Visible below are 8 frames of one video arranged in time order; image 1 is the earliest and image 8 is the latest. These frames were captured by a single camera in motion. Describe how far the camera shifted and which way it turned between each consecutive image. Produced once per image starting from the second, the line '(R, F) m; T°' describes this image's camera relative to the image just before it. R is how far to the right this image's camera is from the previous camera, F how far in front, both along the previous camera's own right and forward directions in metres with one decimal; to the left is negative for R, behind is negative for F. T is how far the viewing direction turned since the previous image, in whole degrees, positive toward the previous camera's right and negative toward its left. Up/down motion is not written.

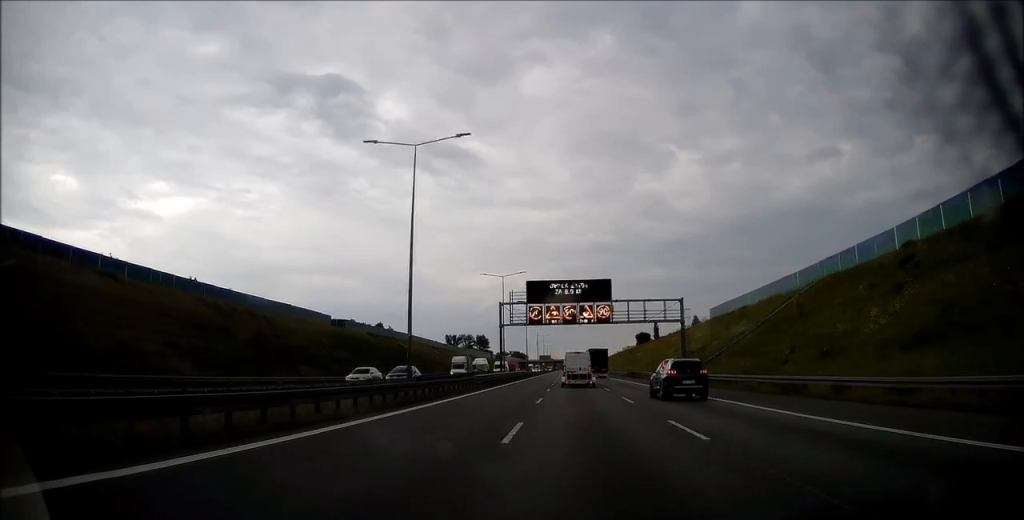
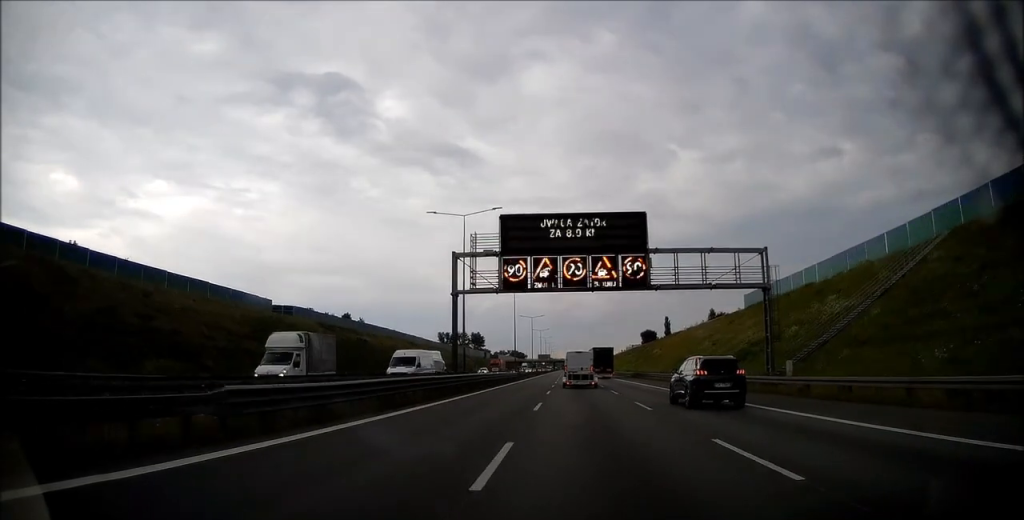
(-0.1, +28.2) m; 0°
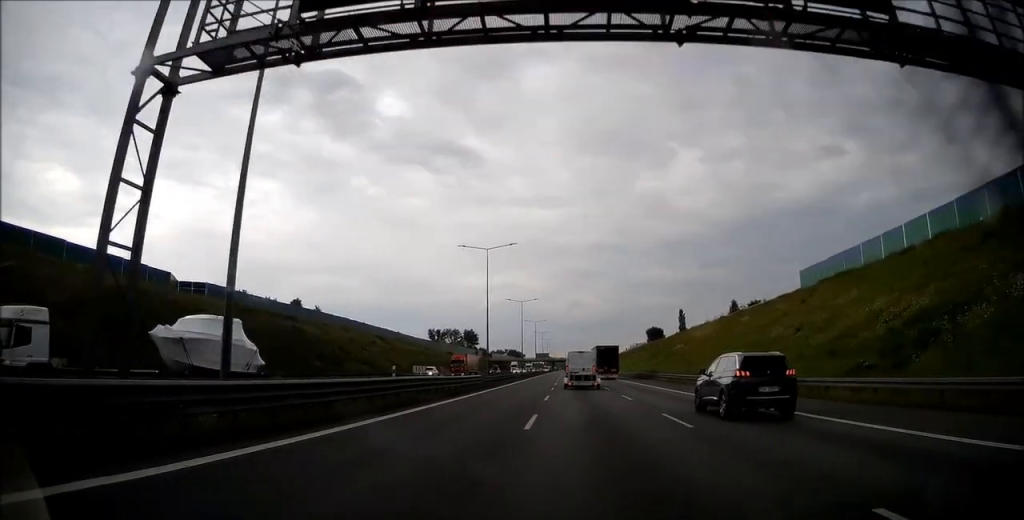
(0.0, +30.0) m; 0°
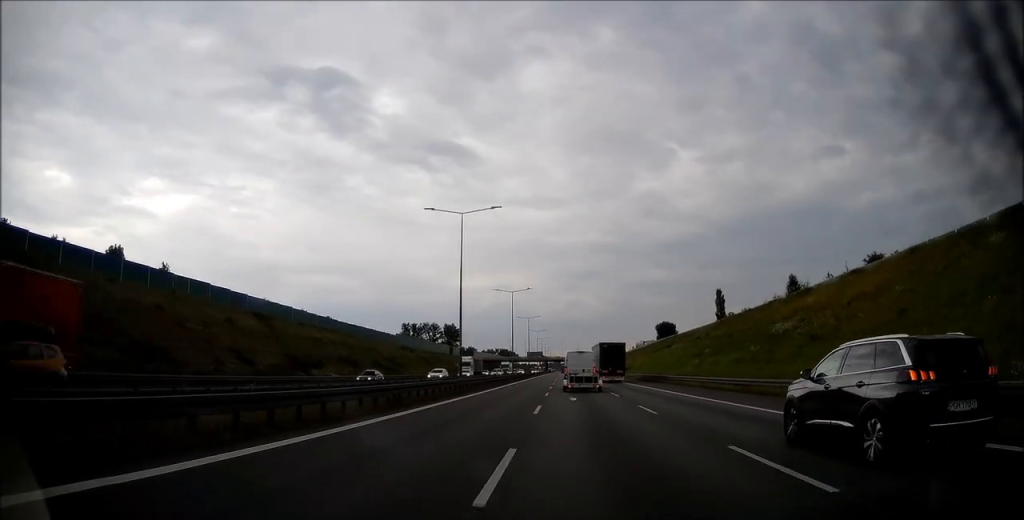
(-0.8, +55.6) m; -1°
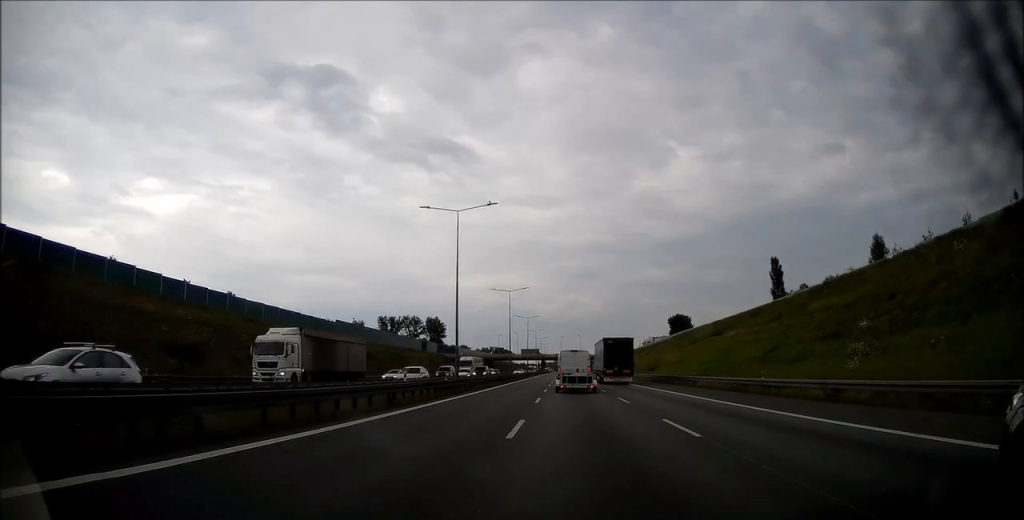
(+0.6, +42.6) m; +1°
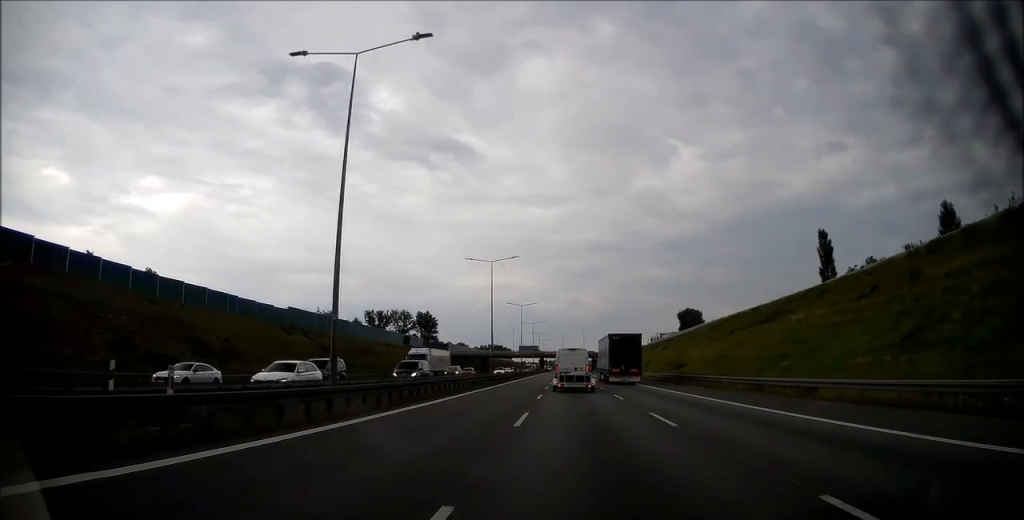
(0.0, +21.8) m; 0°
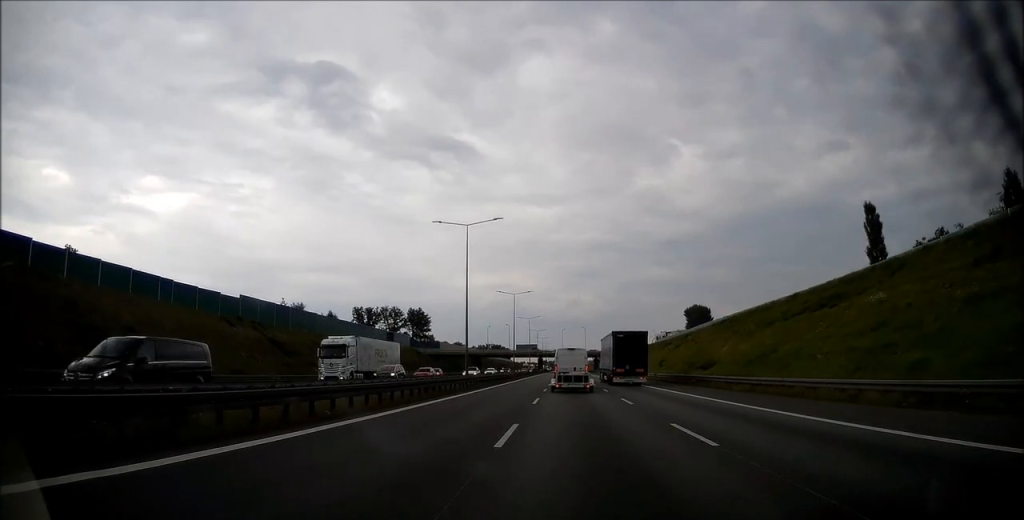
(0.0, +15.7) m; 0°
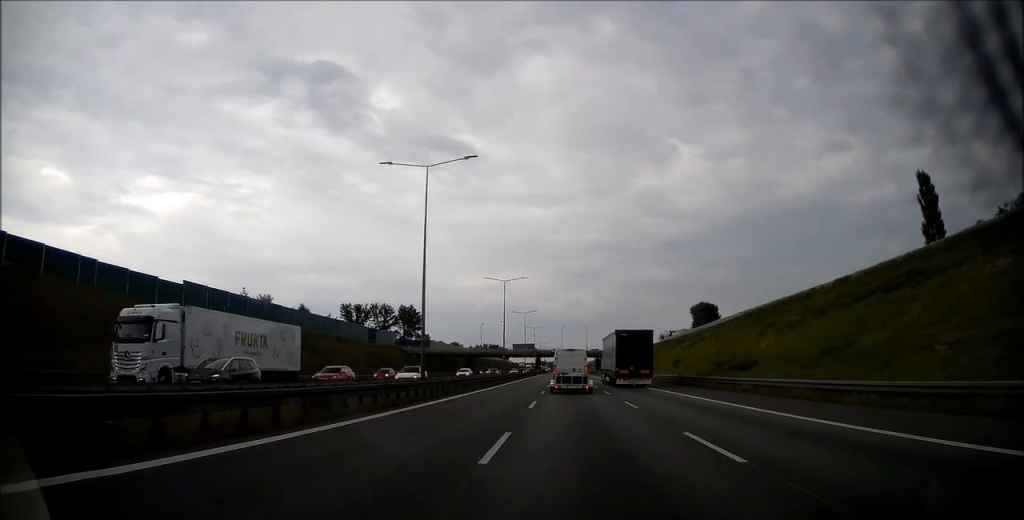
(0.0, +13.8) m; 0°
